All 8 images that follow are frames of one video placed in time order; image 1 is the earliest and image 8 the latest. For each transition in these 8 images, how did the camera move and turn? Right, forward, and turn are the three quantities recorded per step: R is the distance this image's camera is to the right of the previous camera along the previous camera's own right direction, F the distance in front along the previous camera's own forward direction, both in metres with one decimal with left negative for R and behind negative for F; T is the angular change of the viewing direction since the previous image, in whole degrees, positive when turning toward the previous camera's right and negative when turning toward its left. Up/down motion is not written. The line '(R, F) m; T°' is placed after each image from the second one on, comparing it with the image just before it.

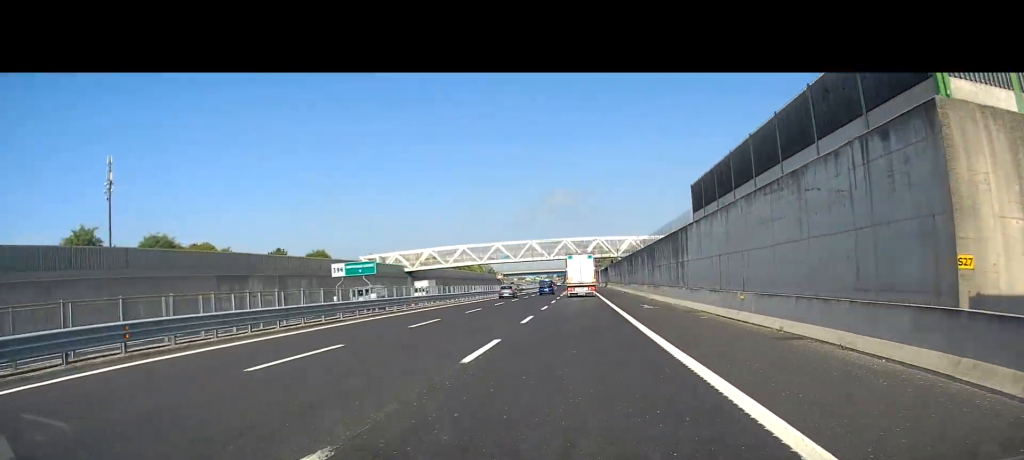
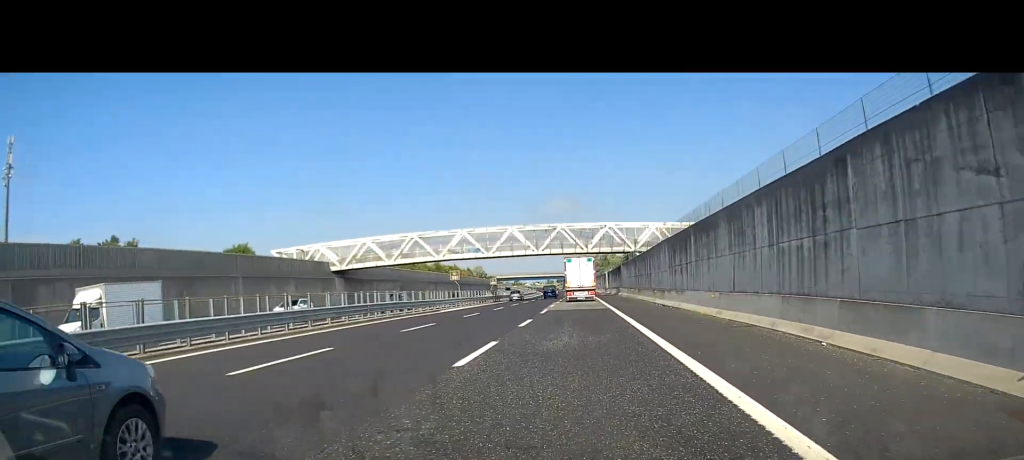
(-0.1, +35.2) m; 0°
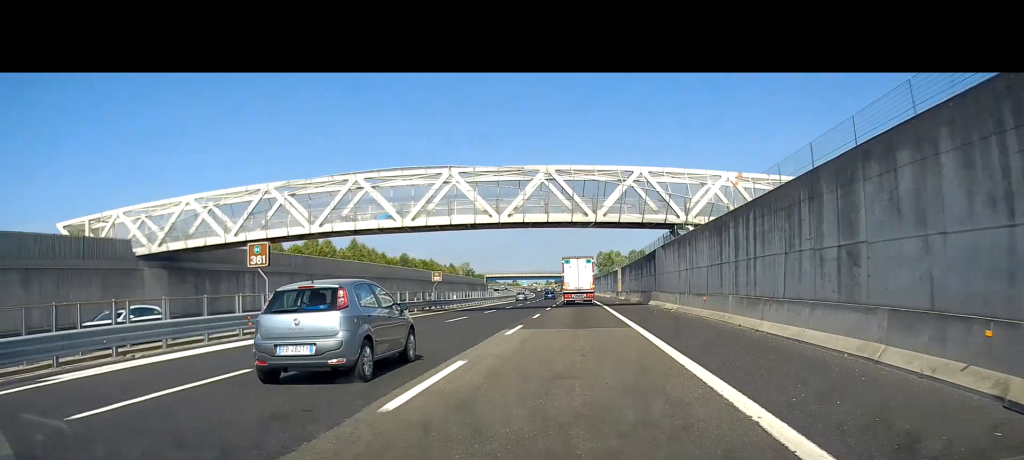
(0.0, +38.4) m; 0°
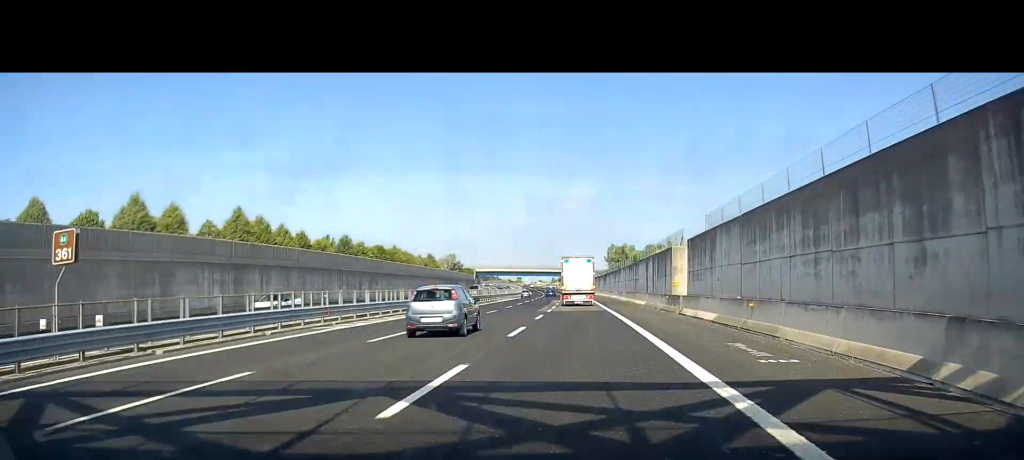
(+0.1, +45.9) m; 0°
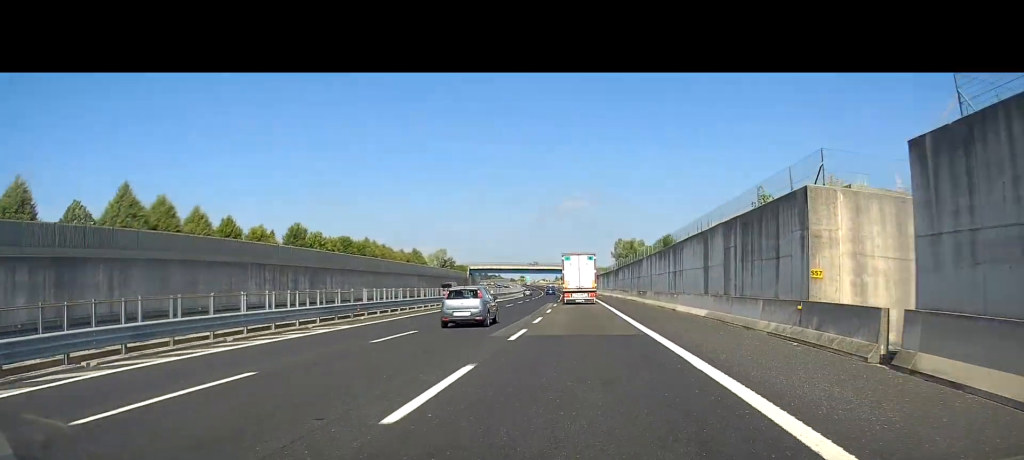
(0.0, +22.5) m; 0°
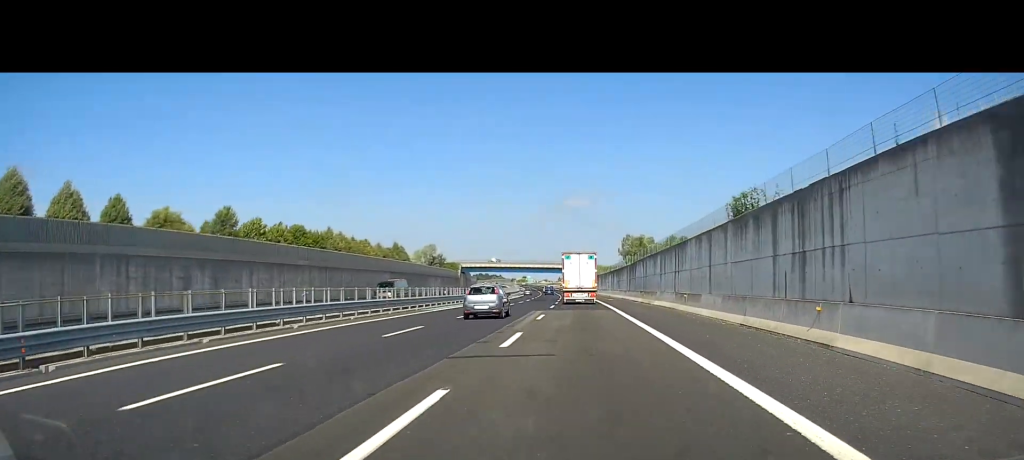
(0.0, +21.7) m; -1°
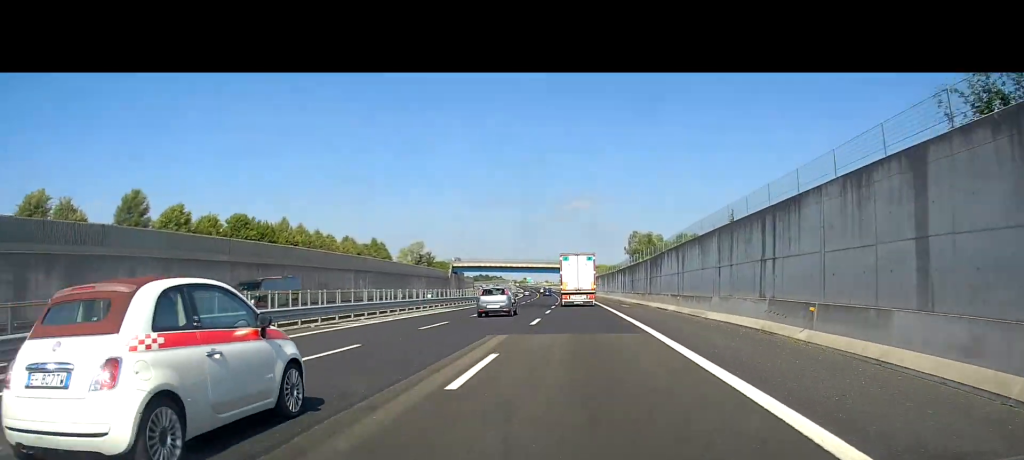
(-0.3, +18.3) m; 0°
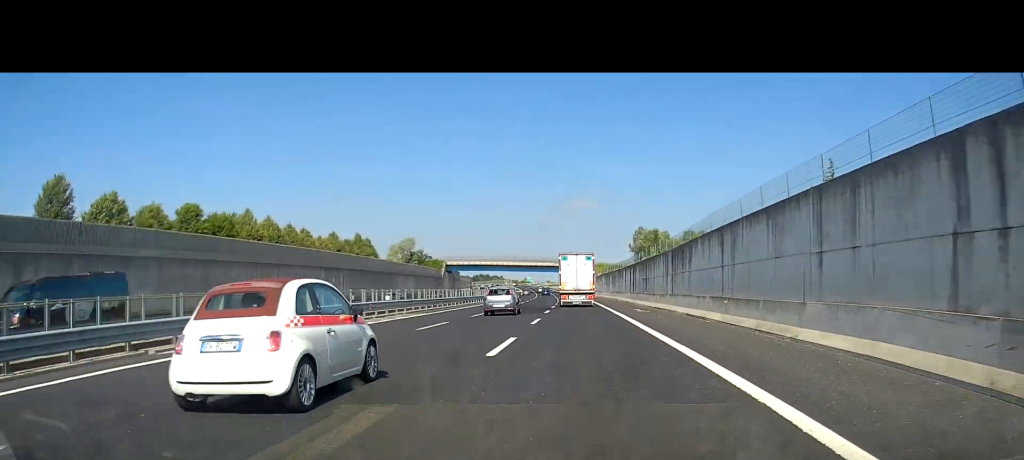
(-0.1, +11.4) m; 0°
